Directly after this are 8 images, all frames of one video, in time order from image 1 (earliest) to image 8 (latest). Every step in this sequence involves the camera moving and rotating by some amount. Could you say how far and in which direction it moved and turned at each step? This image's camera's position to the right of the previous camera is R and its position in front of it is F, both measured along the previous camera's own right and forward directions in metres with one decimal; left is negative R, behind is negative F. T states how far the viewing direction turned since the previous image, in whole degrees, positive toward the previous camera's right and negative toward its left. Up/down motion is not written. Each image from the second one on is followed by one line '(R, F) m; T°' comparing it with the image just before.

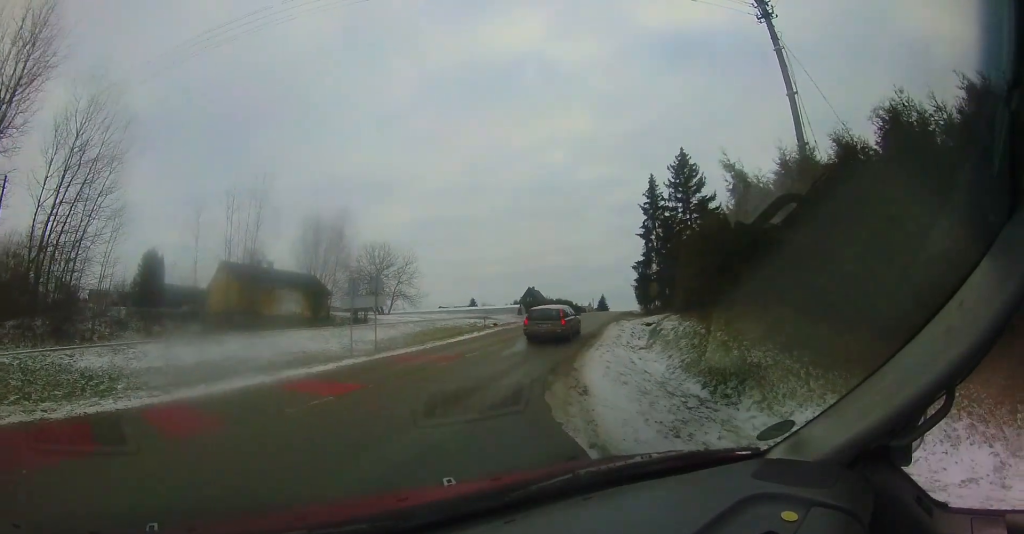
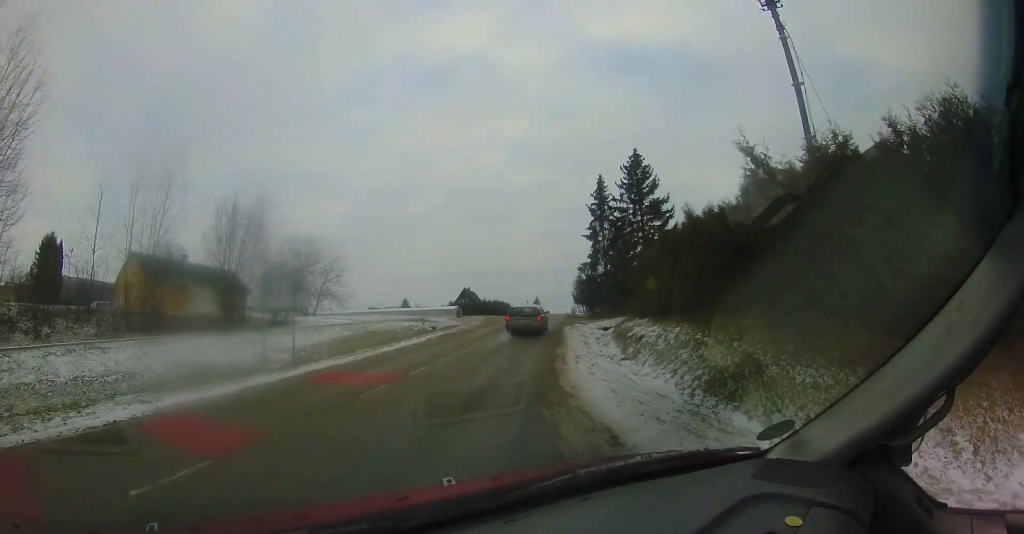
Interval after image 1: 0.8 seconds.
(+0.4, +2.0) m; +11°
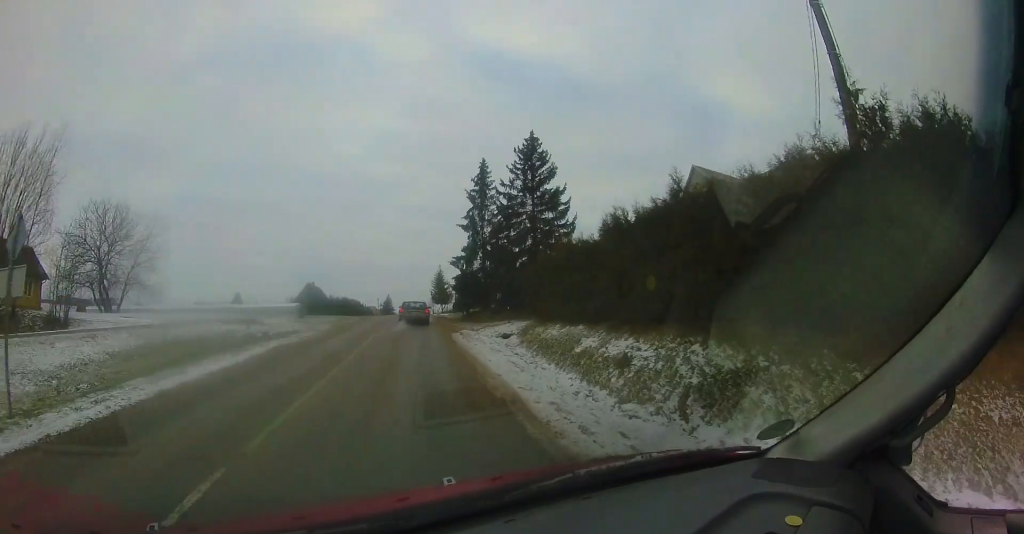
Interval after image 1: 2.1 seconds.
(+0.2, +4.0) m; +6°
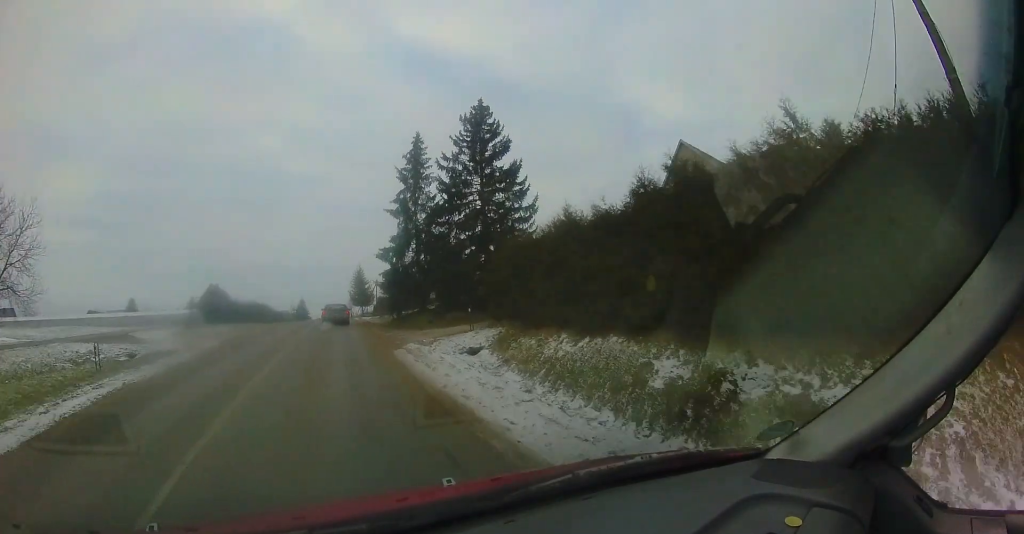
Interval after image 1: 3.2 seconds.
(+0.2, +3.7) m; +6°
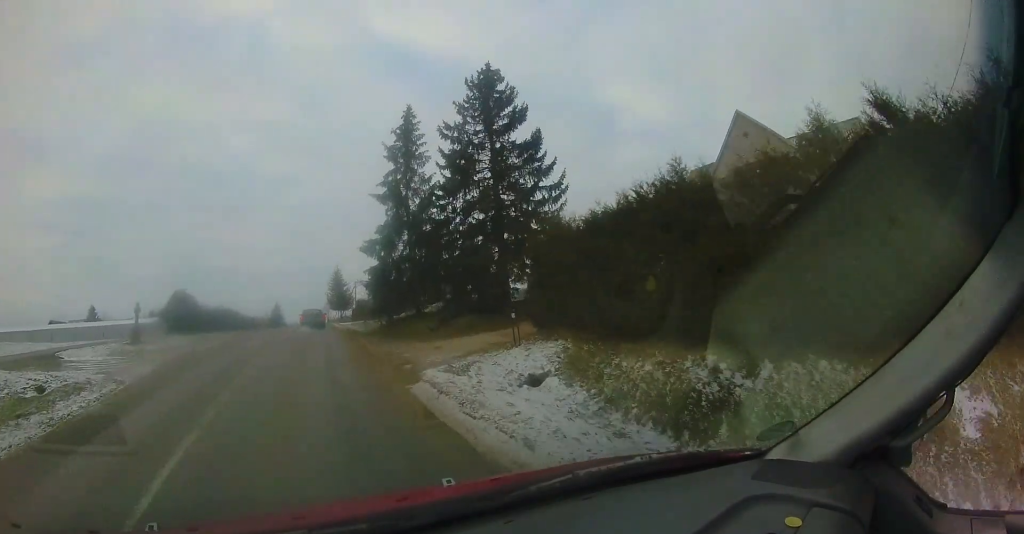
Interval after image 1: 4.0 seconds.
(+0.1, +3.5) m; +3°
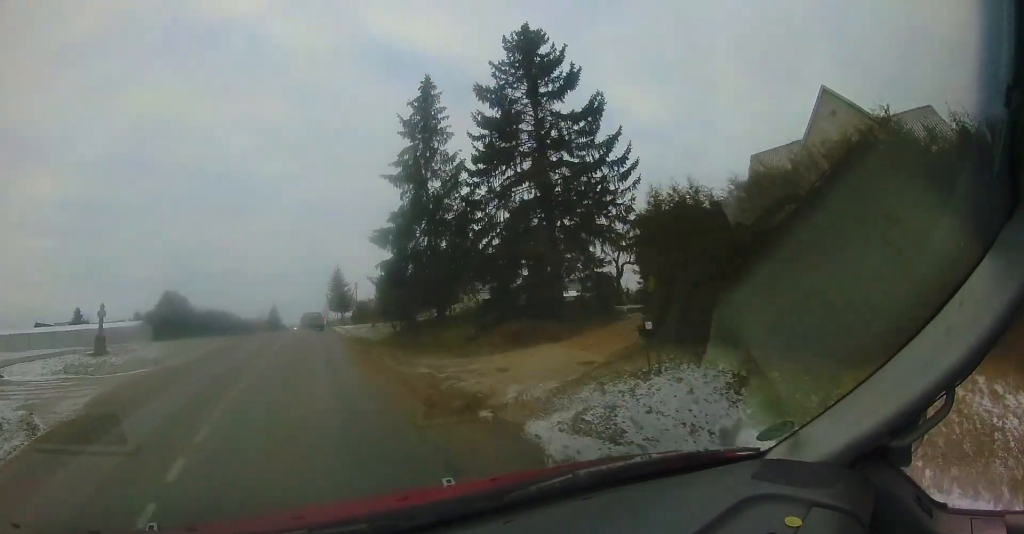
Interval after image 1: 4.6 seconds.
(+0.1, +3.2) m; +3°
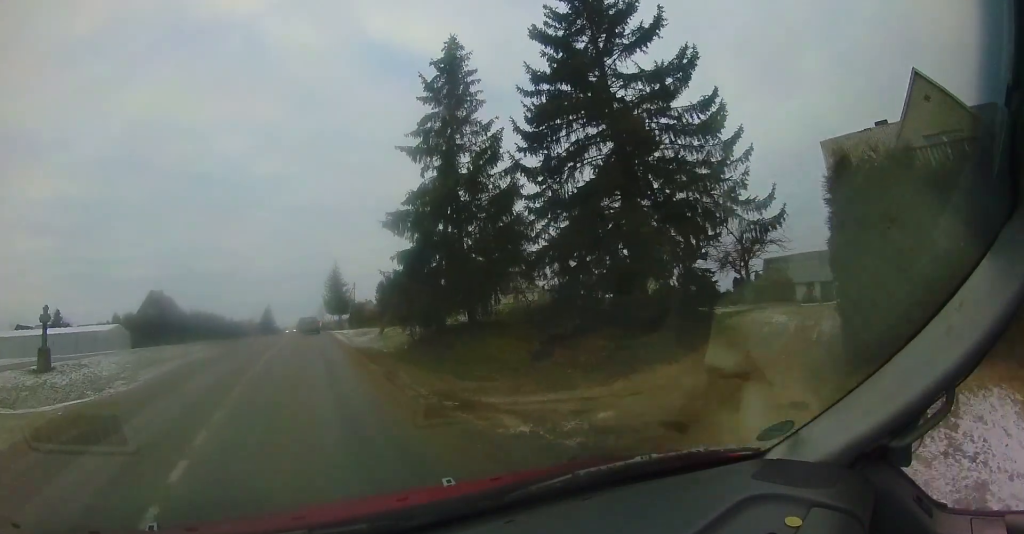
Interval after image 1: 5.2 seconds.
(-0.1, +3.2) m; +4°
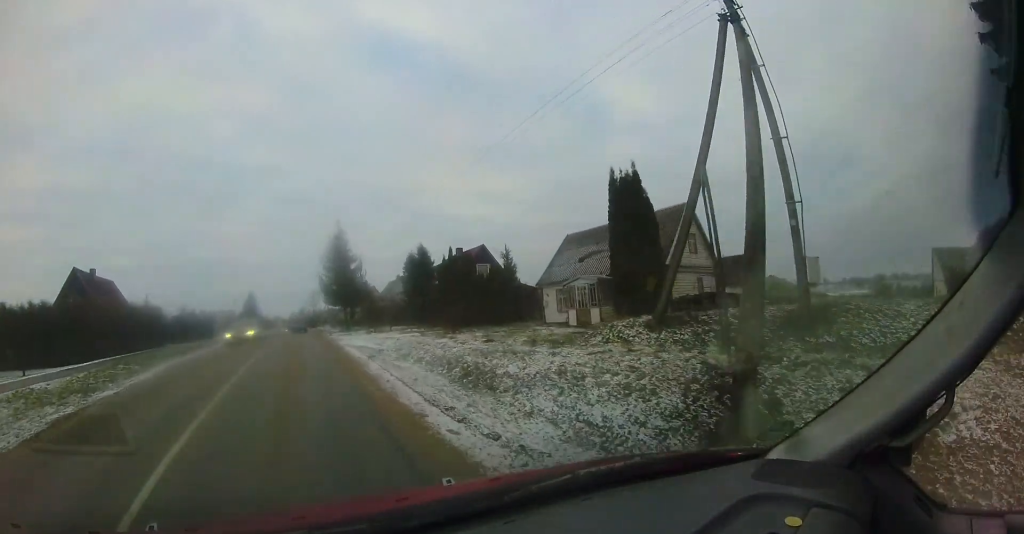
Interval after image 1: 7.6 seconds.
(+0.3, +16.4) m; -1°
